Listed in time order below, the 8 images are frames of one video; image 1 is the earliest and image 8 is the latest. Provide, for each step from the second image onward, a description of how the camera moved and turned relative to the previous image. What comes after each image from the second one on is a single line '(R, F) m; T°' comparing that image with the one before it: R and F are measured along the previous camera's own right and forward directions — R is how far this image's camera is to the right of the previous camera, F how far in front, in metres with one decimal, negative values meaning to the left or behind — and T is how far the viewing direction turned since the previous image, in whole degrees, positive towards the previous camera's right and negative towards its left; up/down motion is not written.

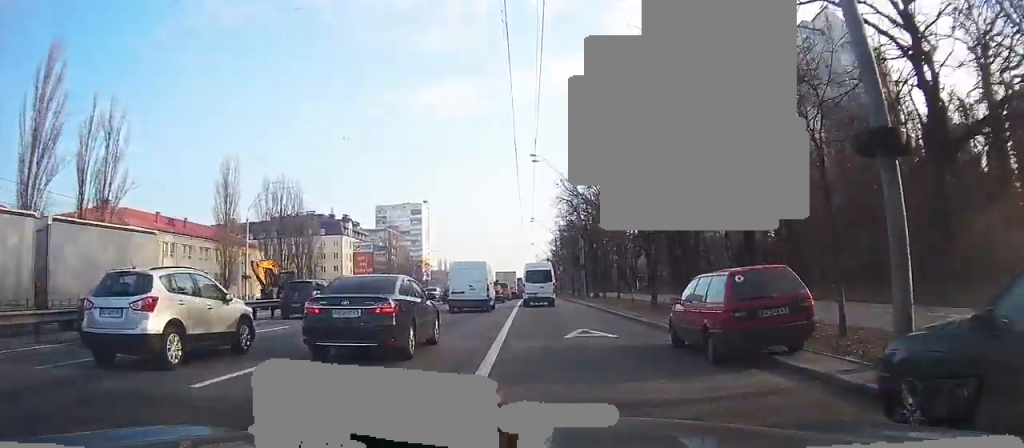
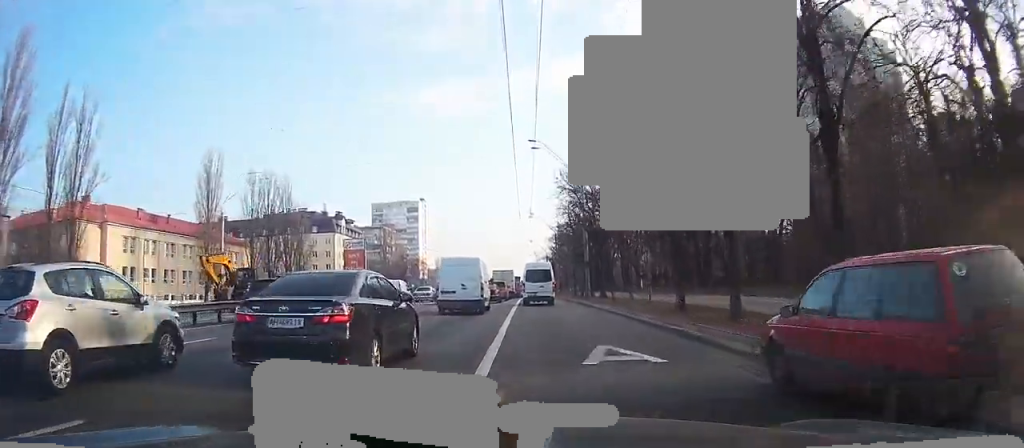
(0.0, +6.0) m; 0°
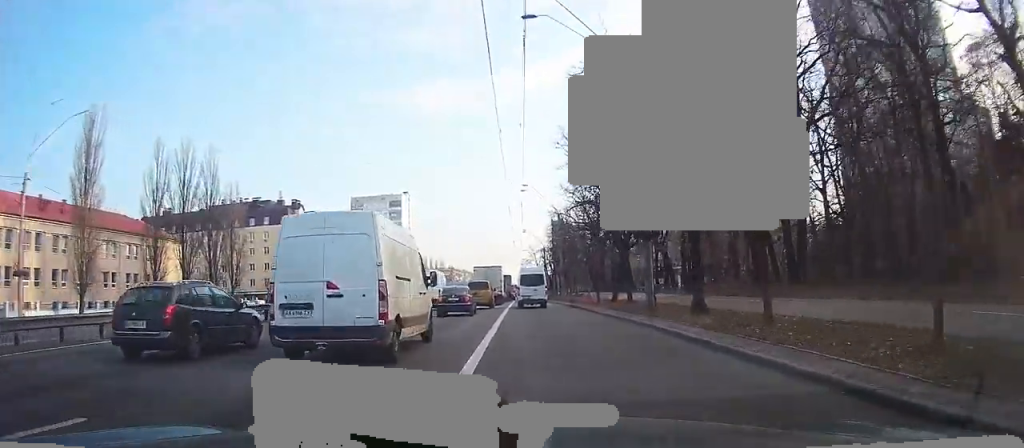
(+0.2, +29.0) m; +1°
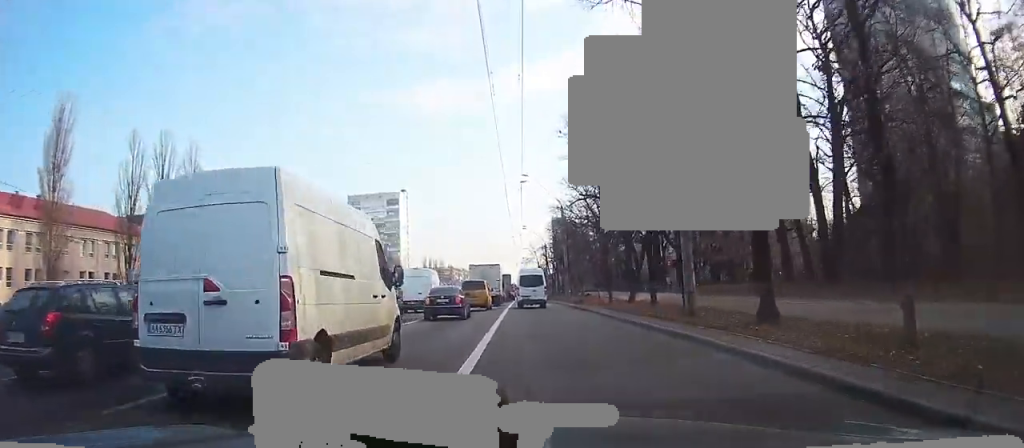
(0.0, +5.8) m; 0°
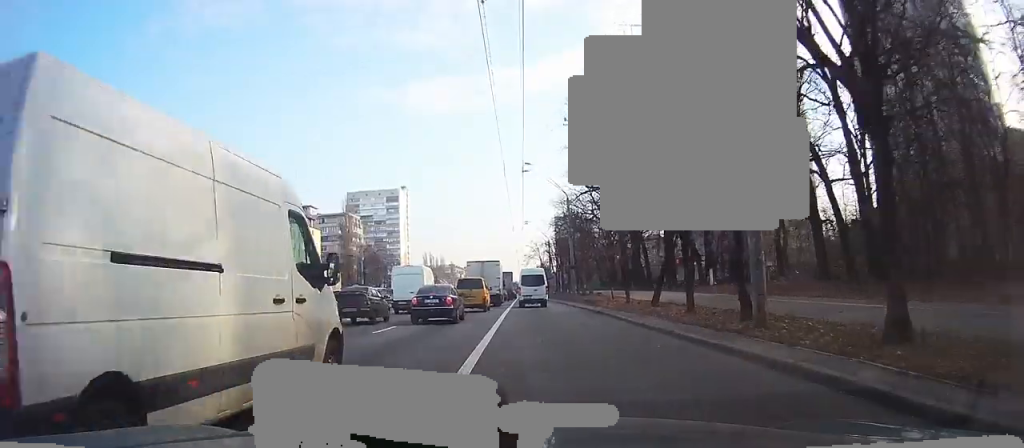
(0.0, +5.3) m; 0°
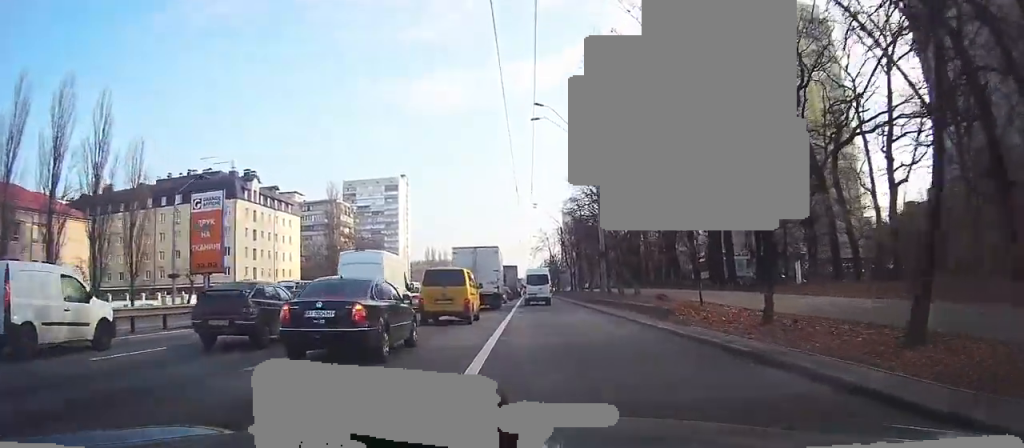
(-0.2, +18.7) m; -1°
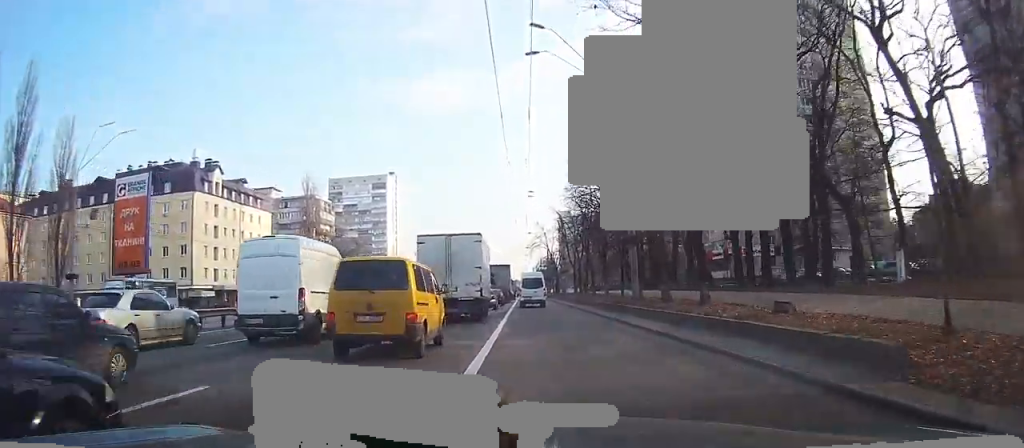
(0.0, +13.9) m; +1°
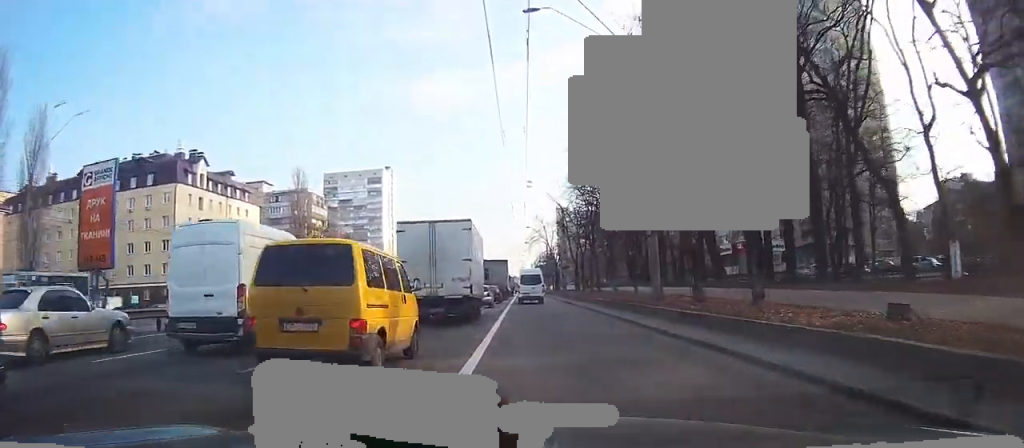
(0.0, +4.9) m; 0°
